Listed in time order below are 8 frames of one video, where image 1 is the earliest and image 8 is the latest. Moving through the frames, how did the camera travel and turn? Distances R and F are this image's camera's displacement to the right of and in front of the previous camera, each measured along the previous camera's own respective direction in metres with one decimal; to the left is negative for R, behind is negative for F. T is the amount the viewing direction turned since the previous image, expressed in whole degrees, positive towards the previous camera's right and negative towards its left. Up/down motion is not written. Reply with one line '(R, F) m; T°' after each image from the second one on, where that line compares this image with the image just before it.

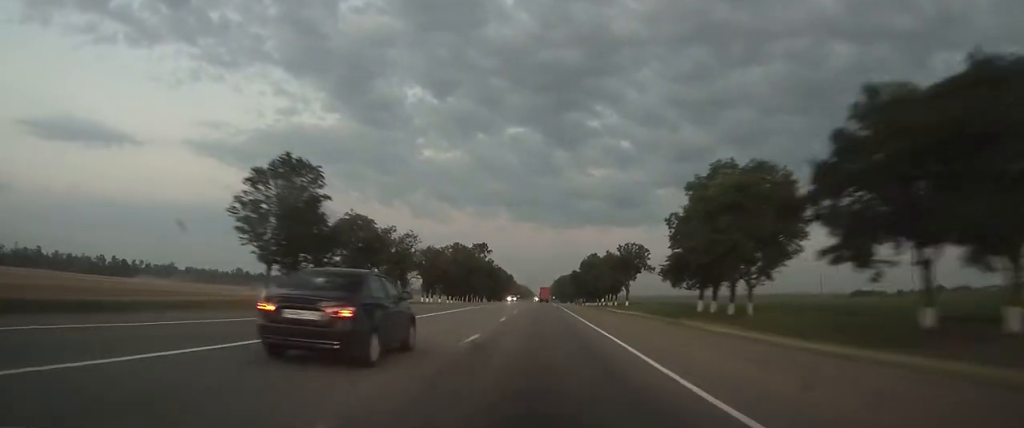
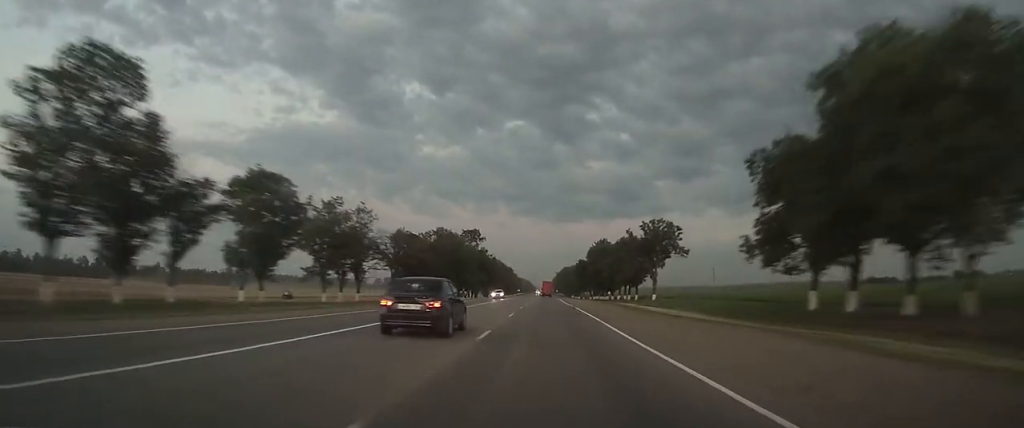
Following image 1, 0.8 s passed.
(+0.1, +23.4) m; 0°
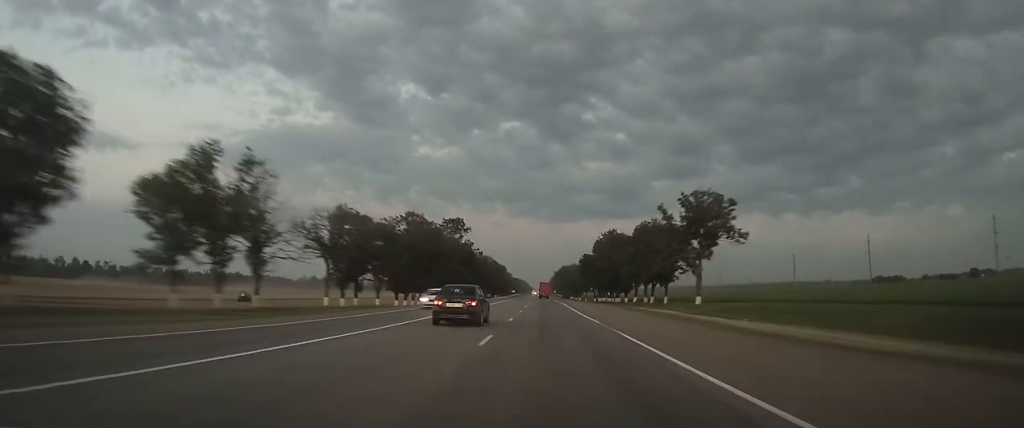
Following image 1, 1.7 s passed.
(0.0, +24.3) m; 0°
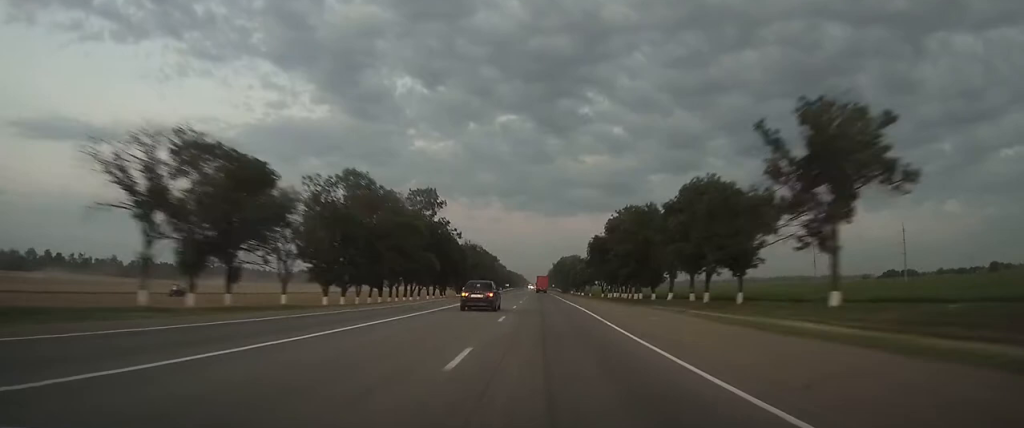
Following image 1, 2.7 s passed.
(0.0, +28.1) m; 0°
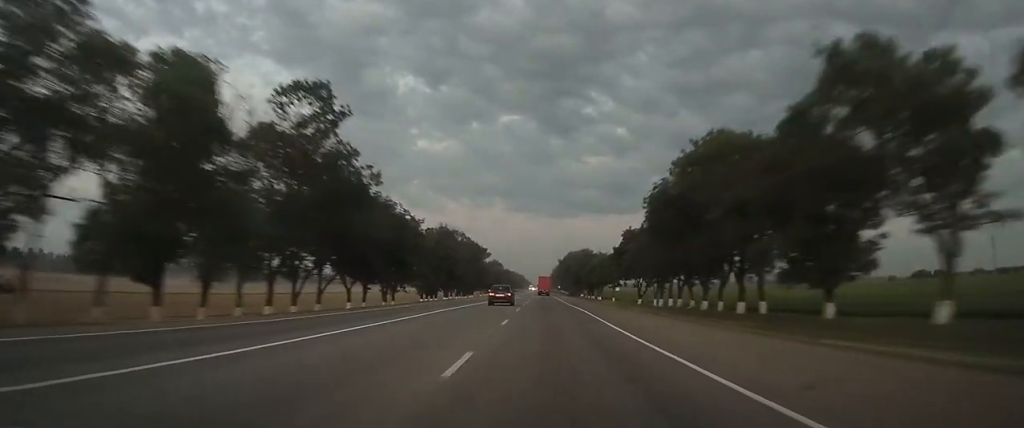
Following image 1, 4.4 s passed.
(-0.1, +48.3) m; 0°
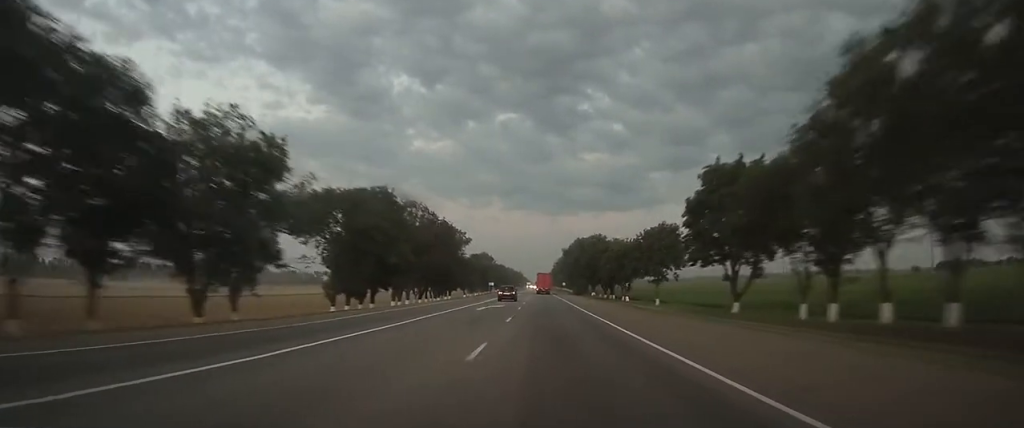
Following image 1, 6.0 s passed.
(+0.2, +45.0) m; 0°
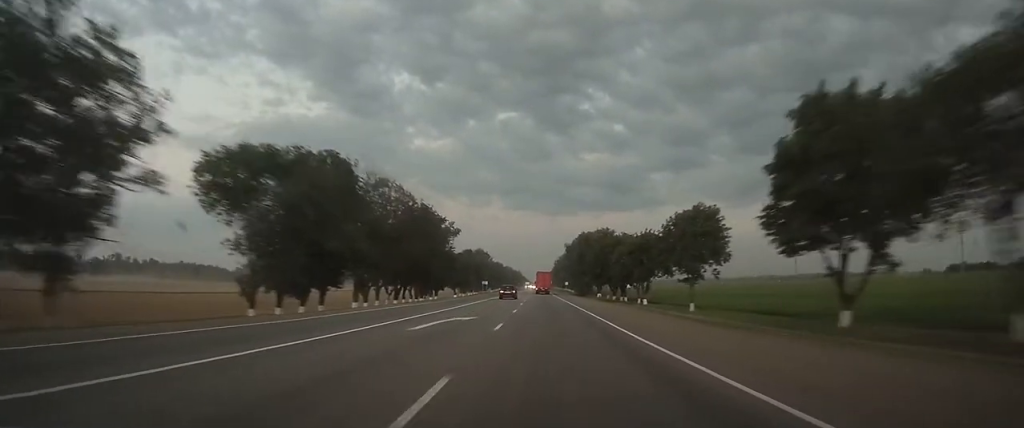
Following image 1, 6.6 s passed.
(0.0, +17.3) m; 0°
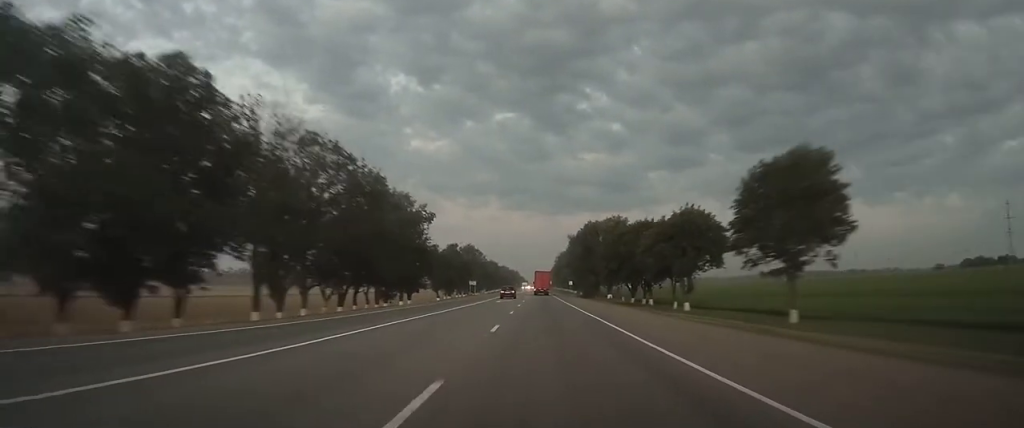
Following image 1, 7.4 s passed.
(0.0, +24.0) m; 0°
